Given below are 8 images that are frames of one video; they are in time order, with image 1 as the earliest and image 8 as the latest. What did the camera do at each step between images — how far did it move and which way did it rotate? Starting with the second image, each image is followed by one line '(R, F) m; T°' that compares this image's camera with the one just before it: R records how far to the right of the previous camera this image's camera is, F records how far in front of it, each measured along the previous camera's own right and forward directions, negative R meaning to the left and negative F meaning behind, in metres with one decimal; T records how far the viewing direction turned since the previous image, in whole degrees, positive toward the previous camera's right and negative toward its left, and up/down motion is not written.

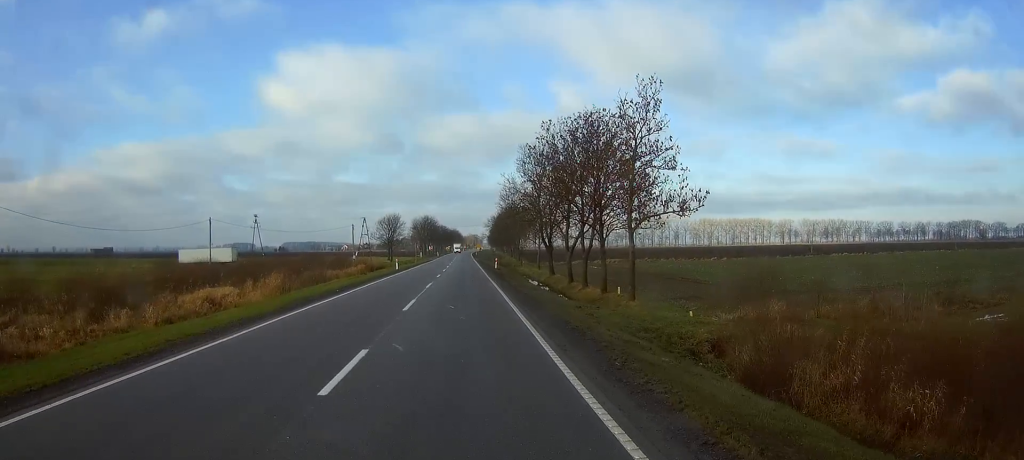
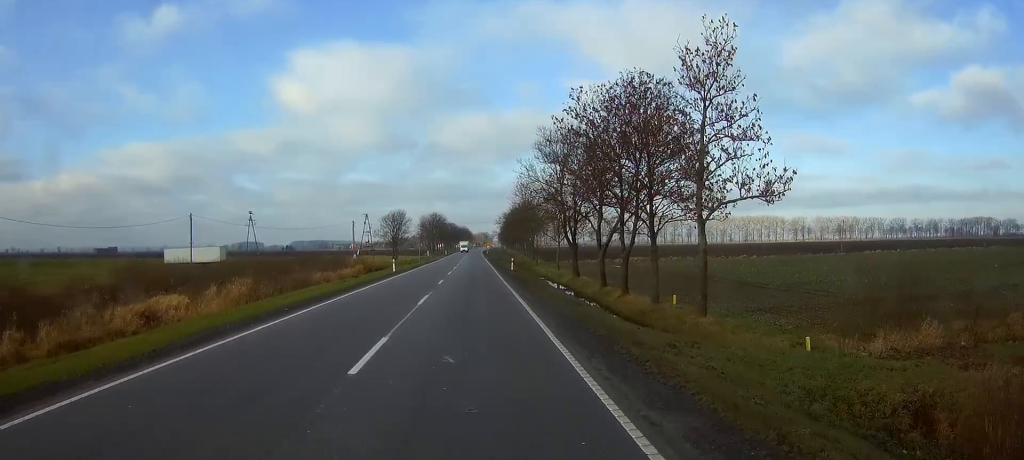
(0.0, +10.8) m; -1°
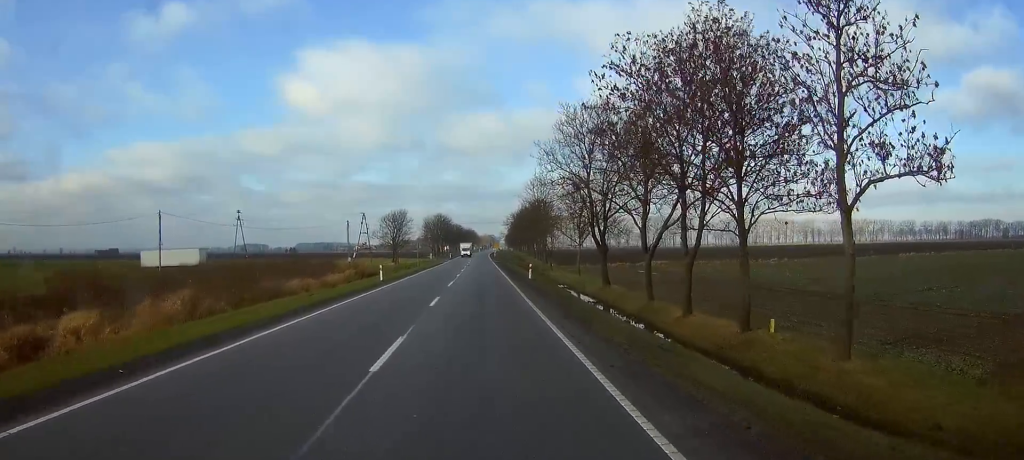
(0.0, +11.5) m; 0°
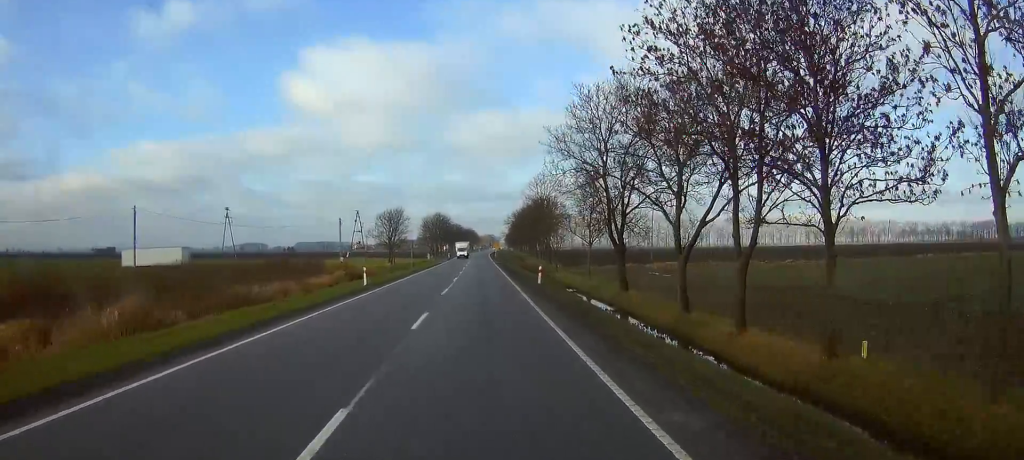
(0.0, +6.6) m; -1°
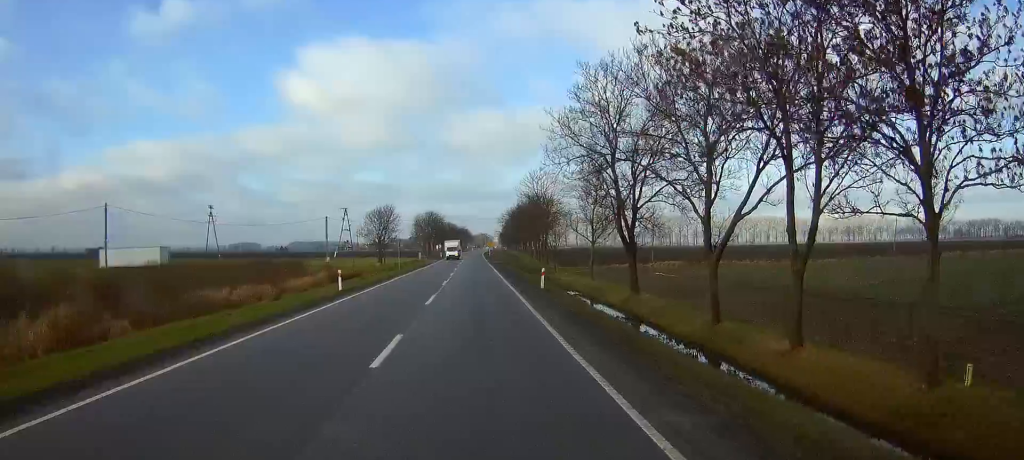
(-0.1, +5.2) m; 0°
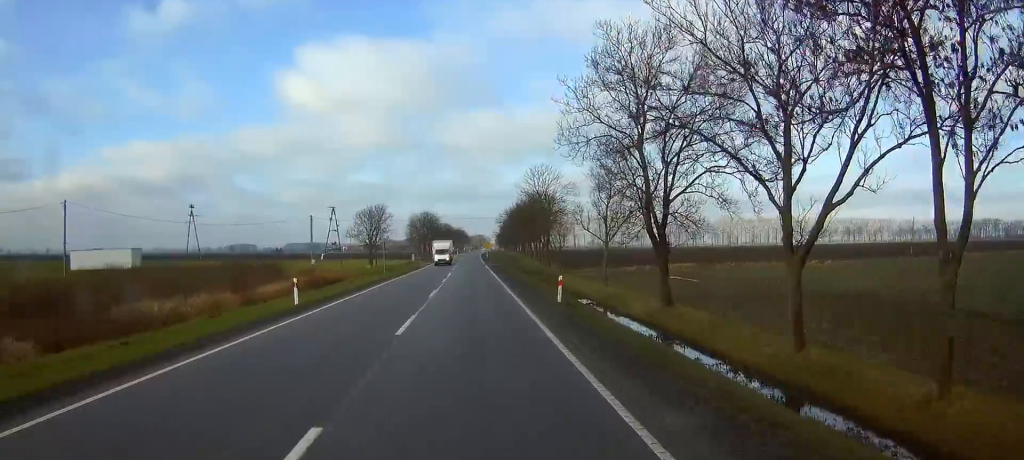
(-0.1, +7.6) m; 0°
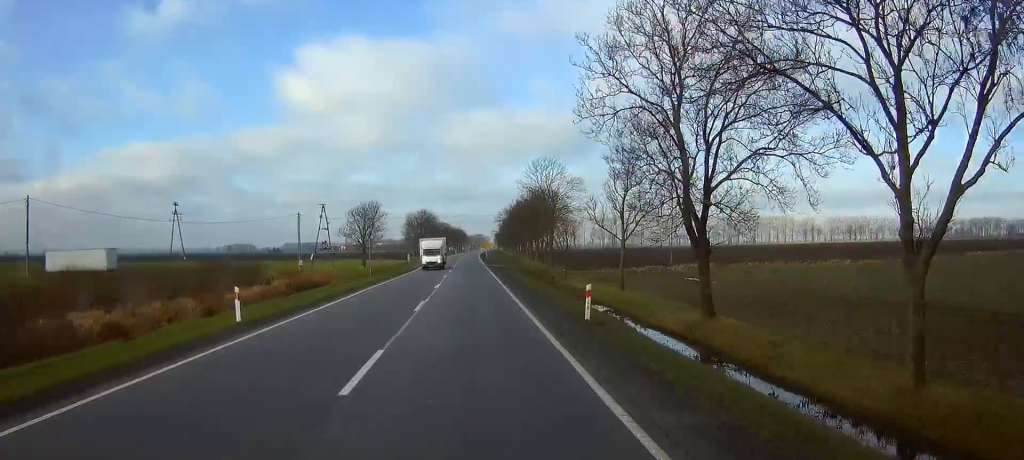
(+0.1, +6.3) m; +1°
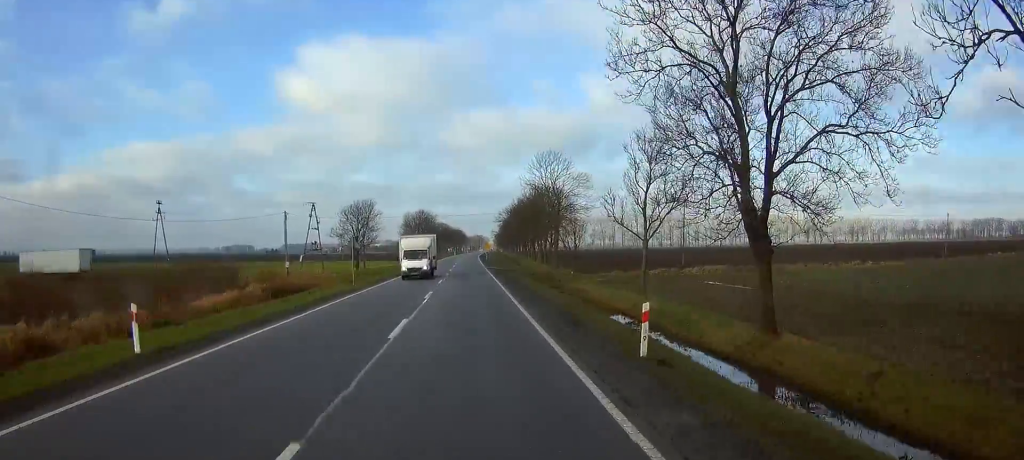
(0.0, +6.3) m; 0°
